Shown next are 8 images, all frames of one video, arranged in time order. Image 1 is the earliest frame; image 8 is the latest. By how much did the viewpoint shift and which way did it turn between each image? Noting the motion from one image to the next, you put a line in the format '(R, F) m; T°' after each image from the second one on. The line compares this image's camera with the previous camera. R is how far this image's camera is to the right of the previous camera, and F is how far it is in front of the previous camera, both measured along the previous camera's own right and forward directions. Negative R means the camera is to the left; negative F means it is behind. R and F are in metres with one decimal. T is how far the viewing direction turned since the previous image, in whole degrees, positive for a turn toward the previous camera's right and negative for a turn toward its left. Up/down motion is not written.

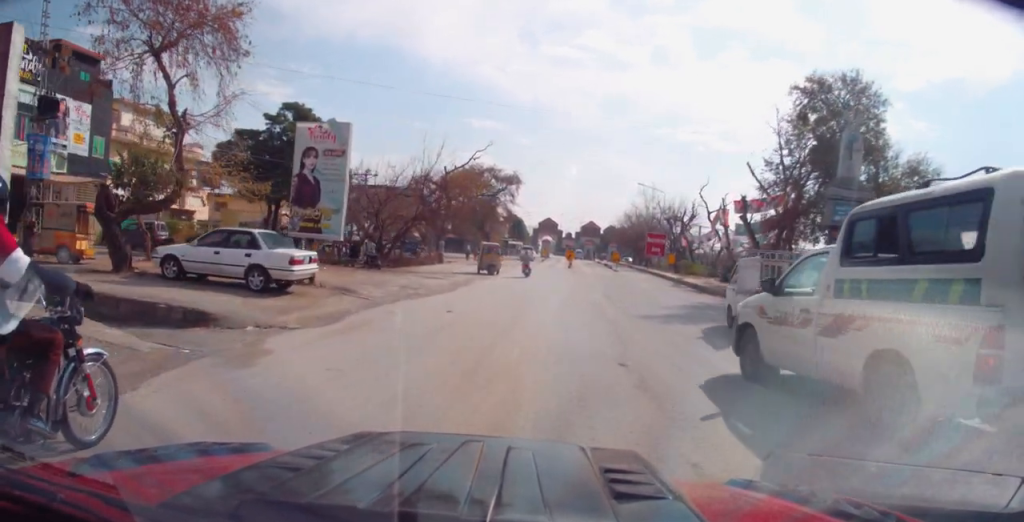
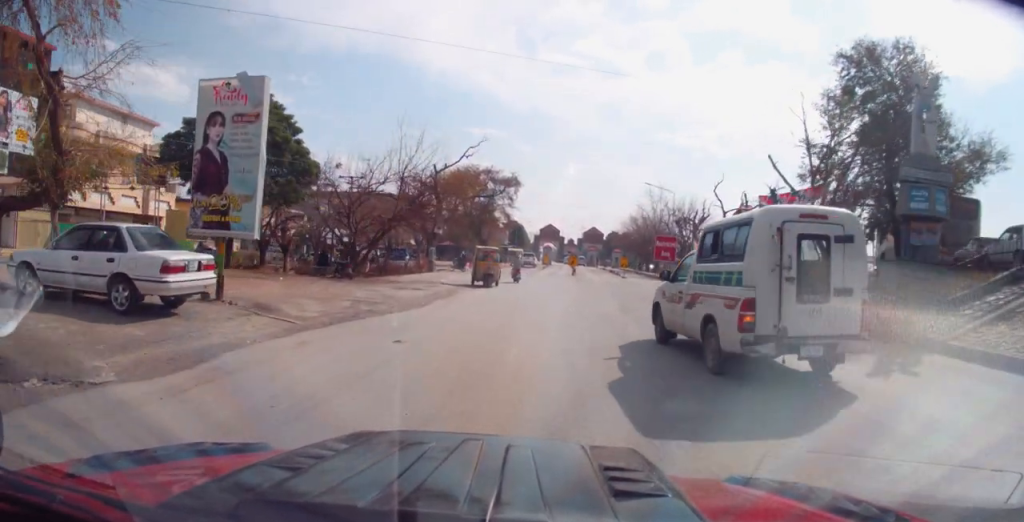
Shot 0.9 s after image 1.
(0.0, +4.7) m; +1°
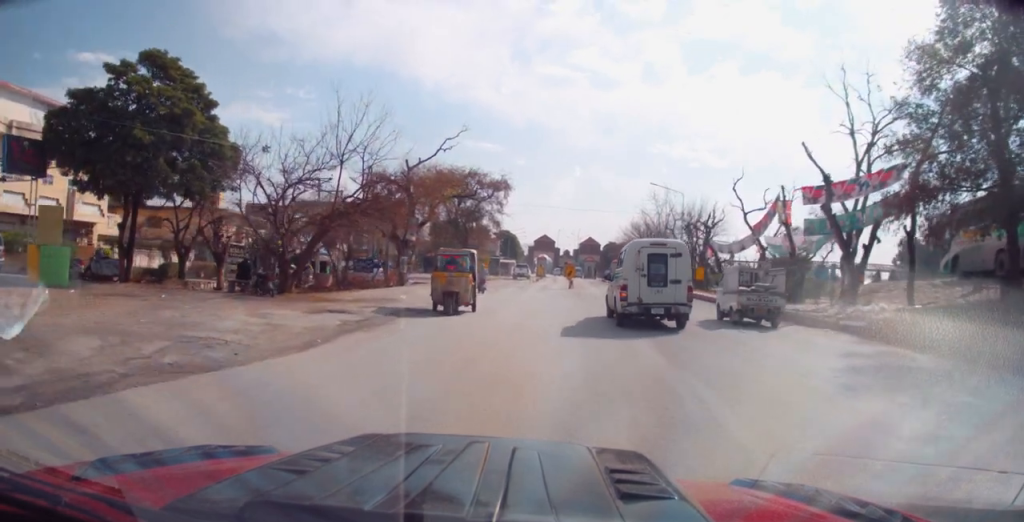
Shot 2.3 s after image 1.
(+0.1, +7.5) m; 0°
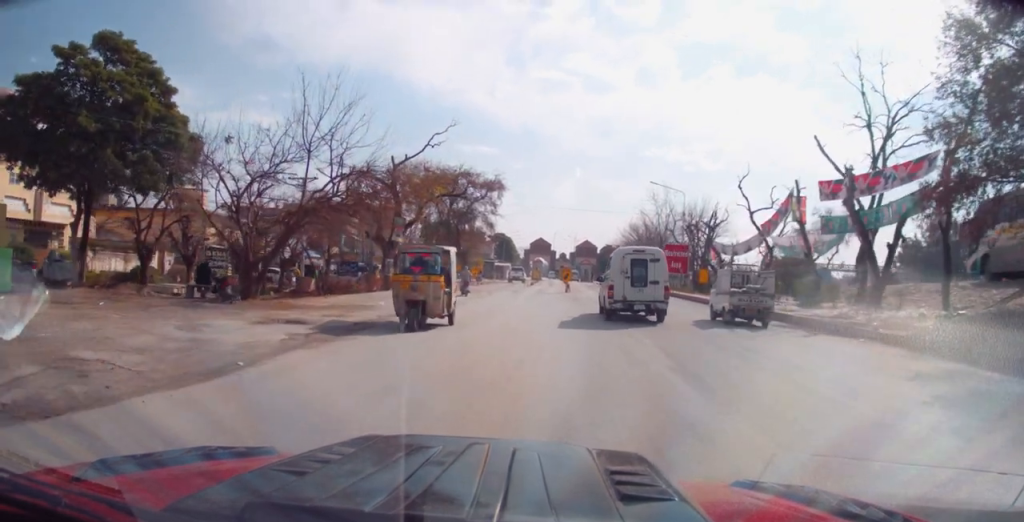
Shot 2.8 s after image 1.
(0.0, +2.6) m; 0°
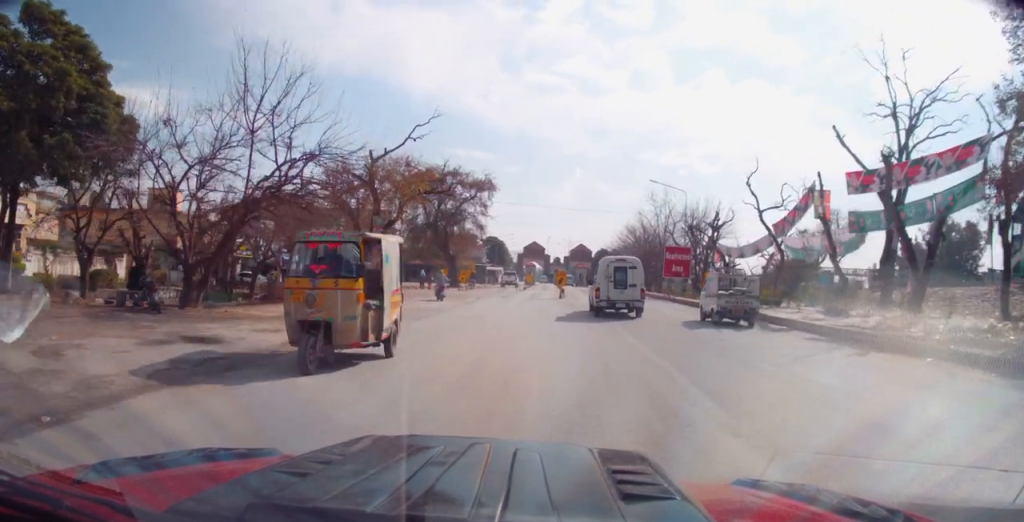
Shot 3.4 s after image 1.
(0.0, +3.5) m; 0°
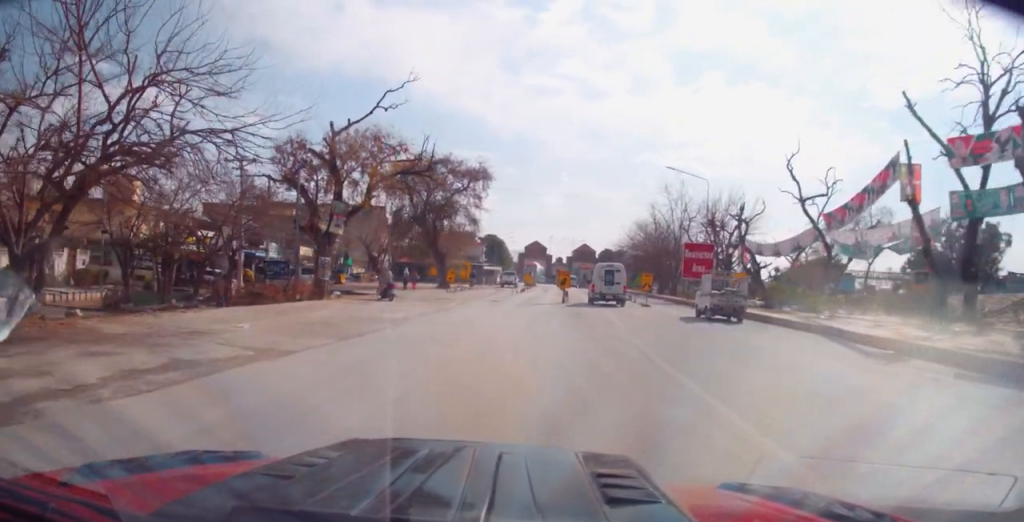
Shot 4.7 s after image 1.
(0.0, +6.9) m; 0°
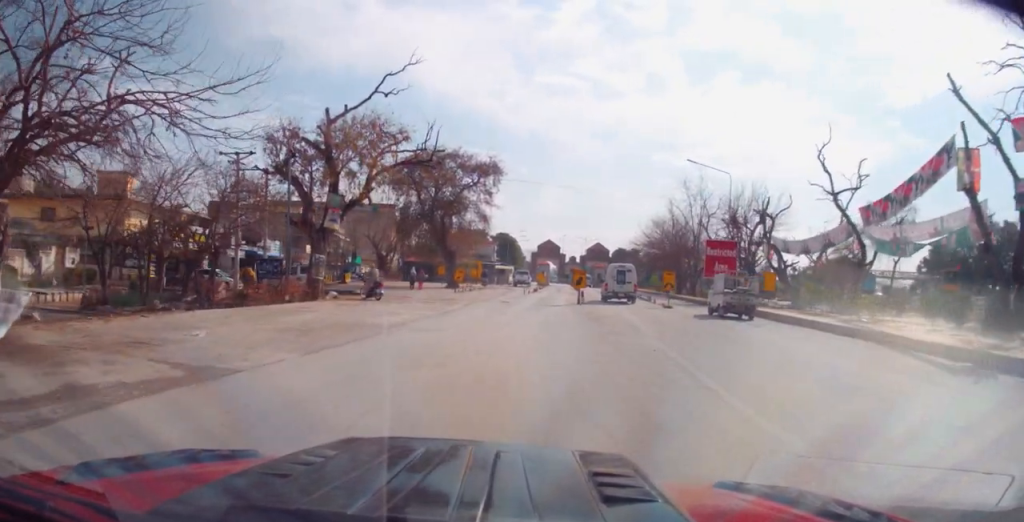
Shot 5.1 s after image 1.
(0.0, +2.4) m; 0°
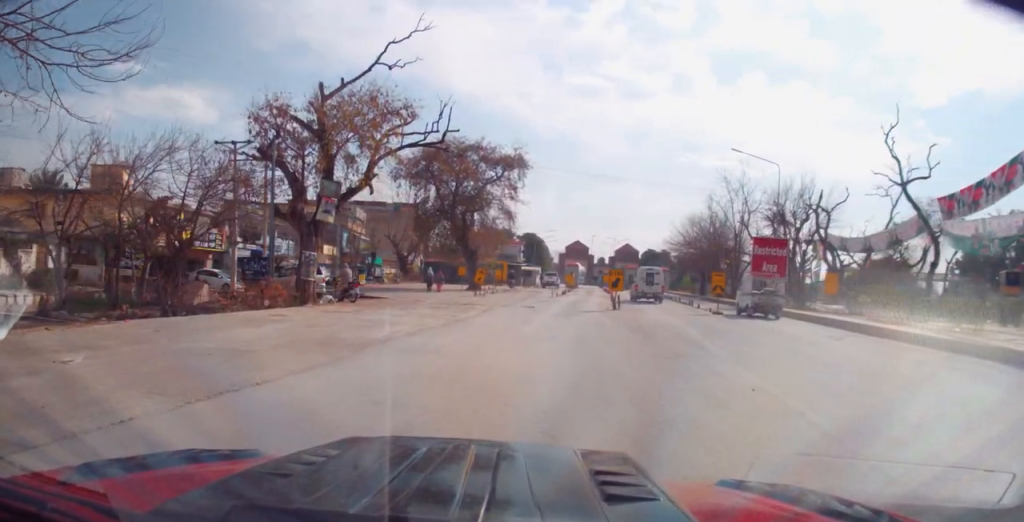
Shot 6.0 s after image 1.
(0.0, +4.3) m; +1°
